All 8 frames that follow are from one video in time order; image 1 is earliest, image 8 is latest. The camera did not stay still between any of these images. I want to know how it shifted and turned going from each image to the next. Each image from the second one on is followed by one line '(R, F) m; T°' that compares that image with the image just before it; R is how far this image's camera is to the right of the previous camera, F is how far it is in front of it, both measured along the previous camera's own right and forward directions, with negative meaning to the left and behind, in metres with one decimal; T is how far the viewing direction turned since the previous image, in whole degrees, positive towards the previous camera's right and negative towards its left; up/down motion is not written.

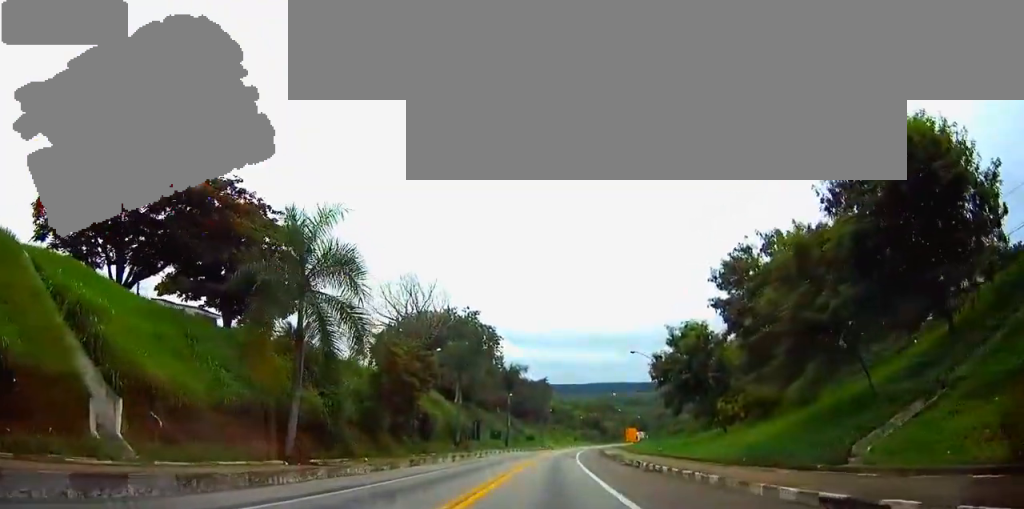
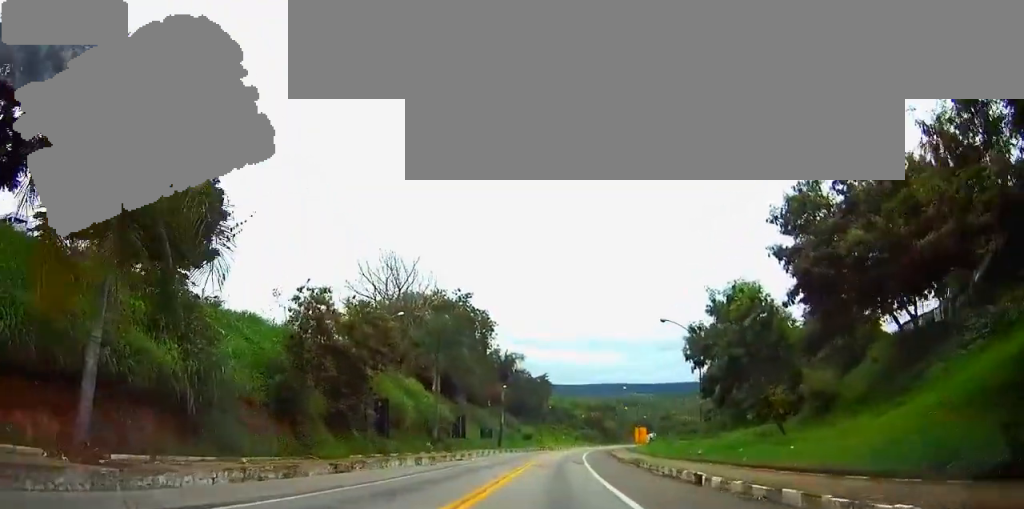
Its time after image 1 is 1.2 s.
(0.0, +14.4) m; +1°
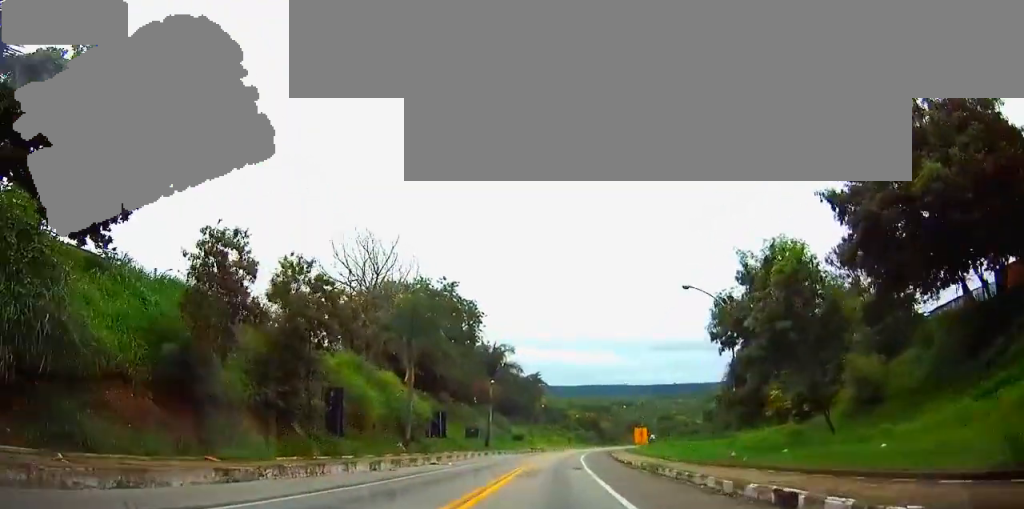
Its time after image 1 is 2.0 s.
(+0.2, +8.7) m; +1°
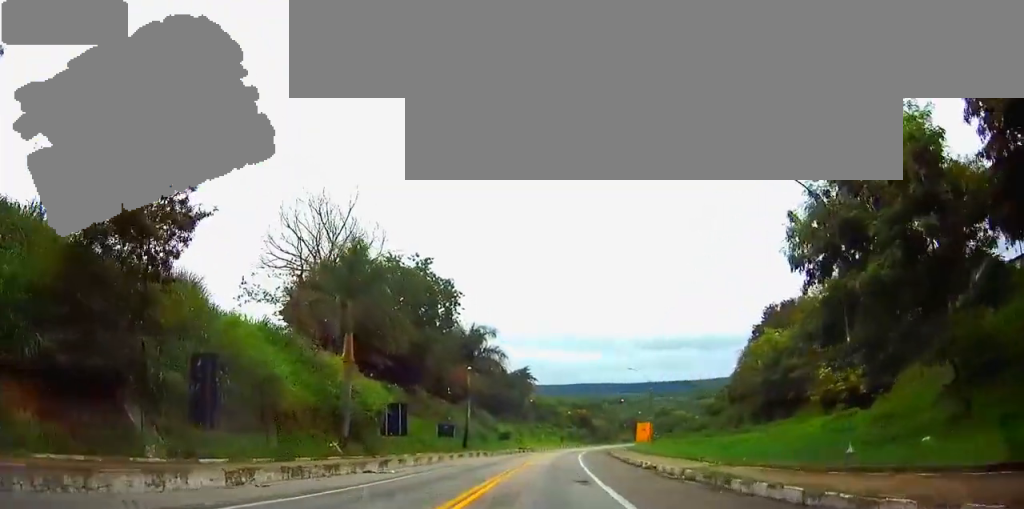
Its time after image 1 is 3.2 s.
(0.0, +13.8) m; 0°
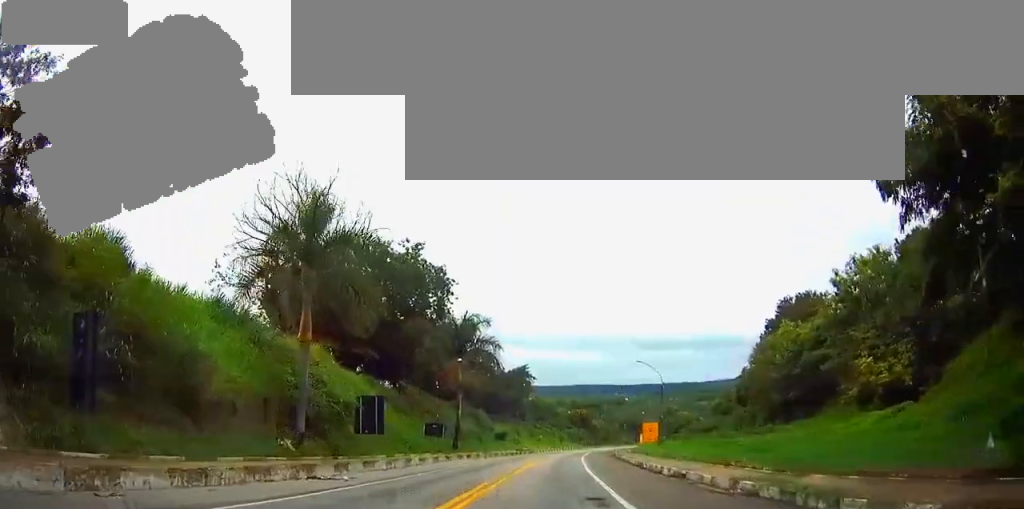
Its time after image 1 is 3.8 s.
(0.0, +7.1) m; 0°
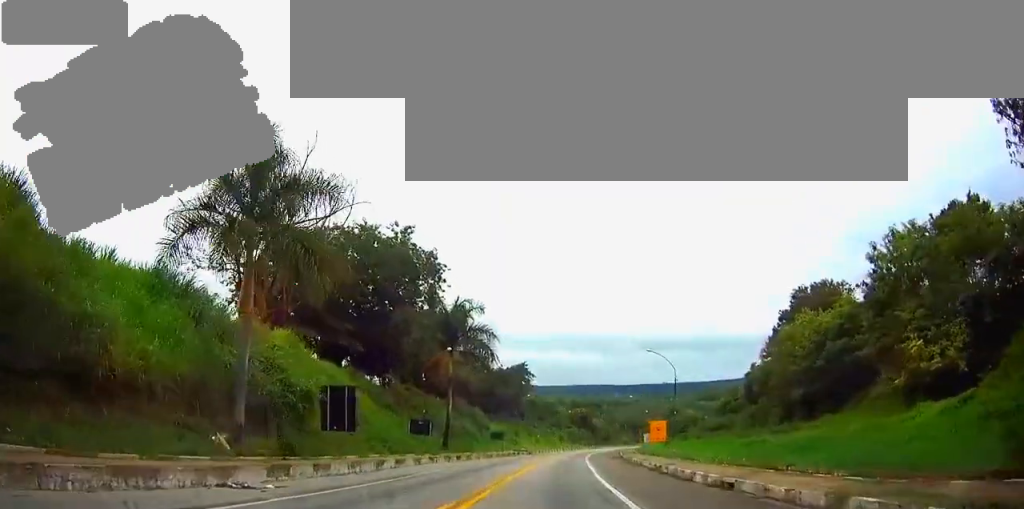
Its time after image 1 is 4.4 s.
(0.0, +6.7) m; 0°
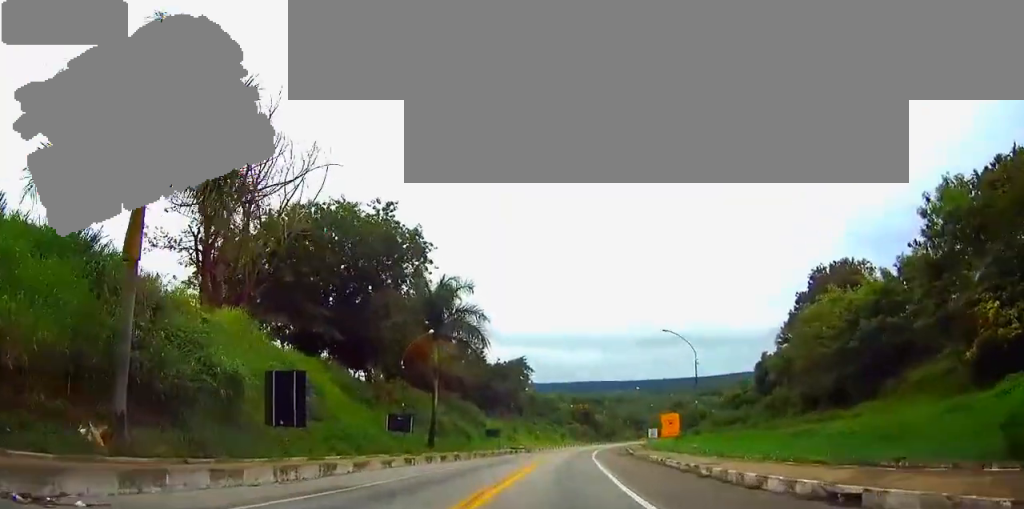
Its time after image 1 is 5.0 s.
(+0.1, +8.0) m; 0°
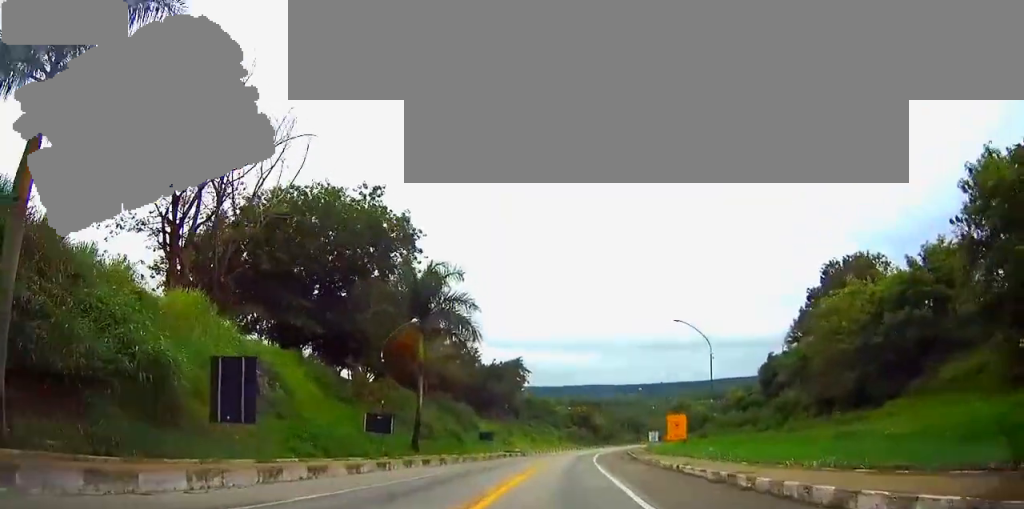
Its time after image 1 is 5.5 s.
(0.0, +5.2) m; 0°
